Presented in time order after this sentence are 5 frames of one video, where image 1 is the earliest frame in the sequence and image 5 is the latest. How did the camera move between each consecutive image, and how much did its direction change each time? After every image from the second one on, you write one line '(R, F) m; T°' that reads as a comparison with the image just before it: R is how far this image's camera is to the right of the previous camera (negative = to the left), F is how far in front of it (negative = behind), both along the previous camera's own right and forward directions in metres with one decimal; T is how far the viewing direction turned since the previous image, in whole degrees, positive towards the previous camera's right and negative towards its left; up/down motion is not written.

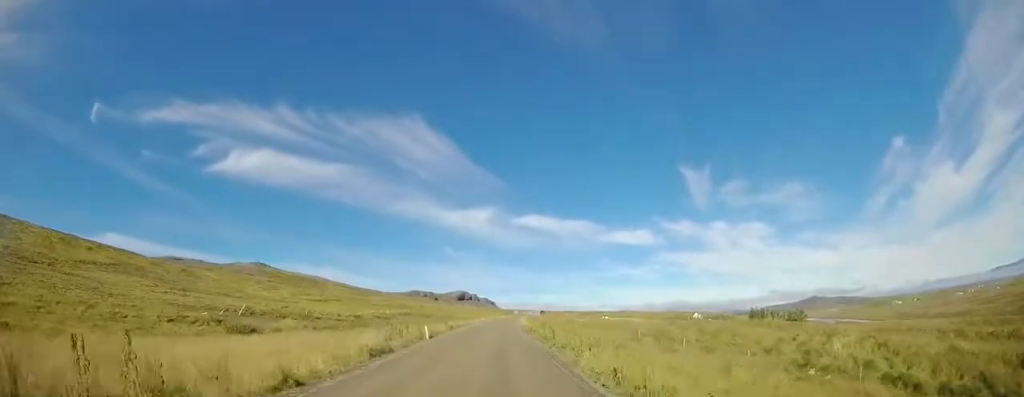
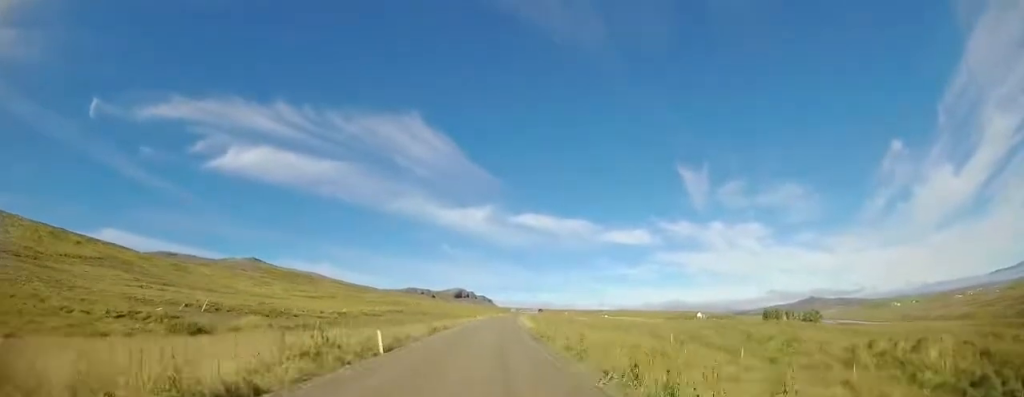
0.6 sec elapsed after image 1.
(+0.1, +8.4) m; +1°
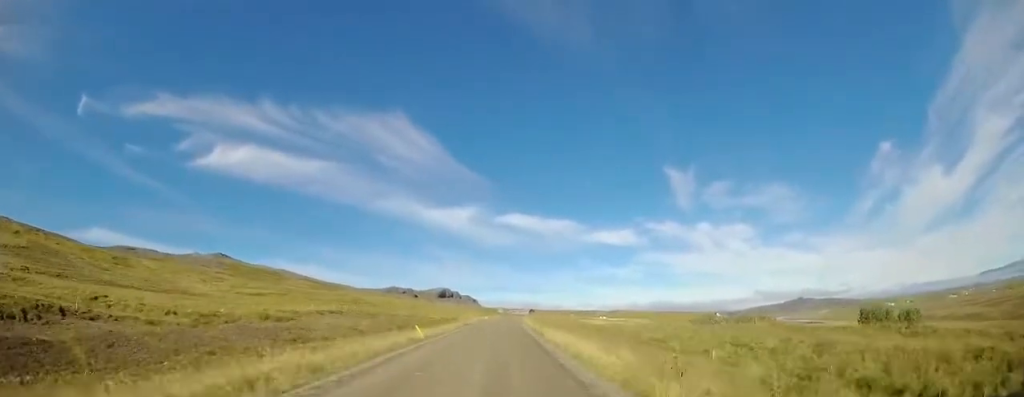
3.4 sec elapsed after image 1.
(+0.8, +40.5) m; +2°
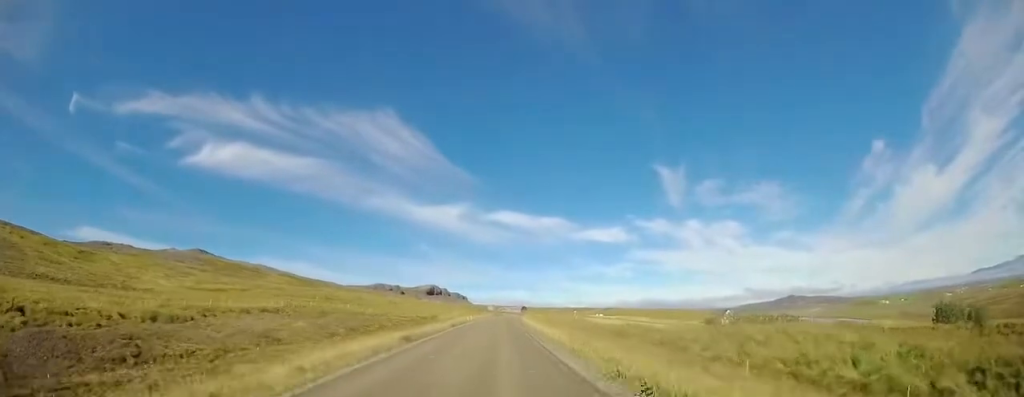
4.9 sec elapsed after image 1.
(+1.1, +22.4) m; +3°
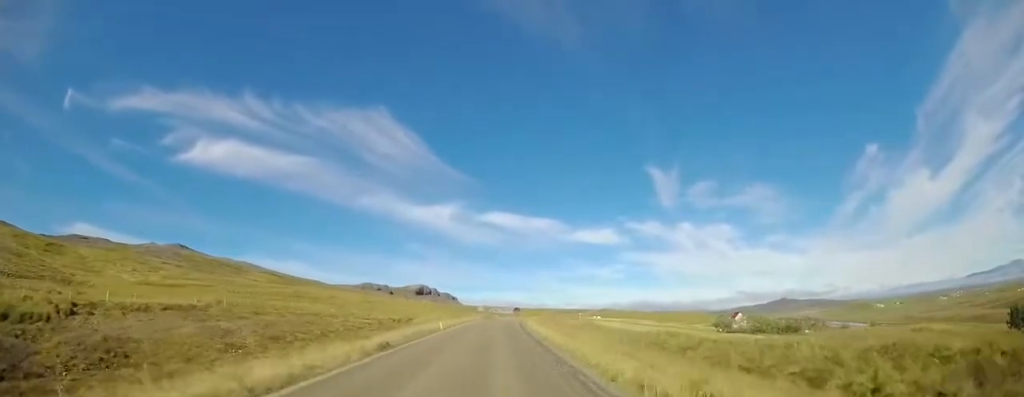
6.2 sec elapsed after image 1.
(-0.2, +19.8) m; -1°
